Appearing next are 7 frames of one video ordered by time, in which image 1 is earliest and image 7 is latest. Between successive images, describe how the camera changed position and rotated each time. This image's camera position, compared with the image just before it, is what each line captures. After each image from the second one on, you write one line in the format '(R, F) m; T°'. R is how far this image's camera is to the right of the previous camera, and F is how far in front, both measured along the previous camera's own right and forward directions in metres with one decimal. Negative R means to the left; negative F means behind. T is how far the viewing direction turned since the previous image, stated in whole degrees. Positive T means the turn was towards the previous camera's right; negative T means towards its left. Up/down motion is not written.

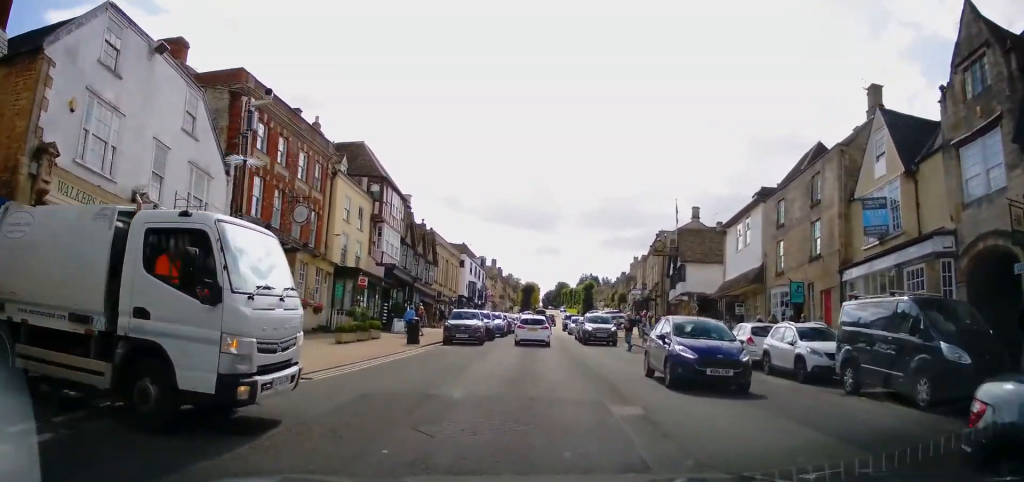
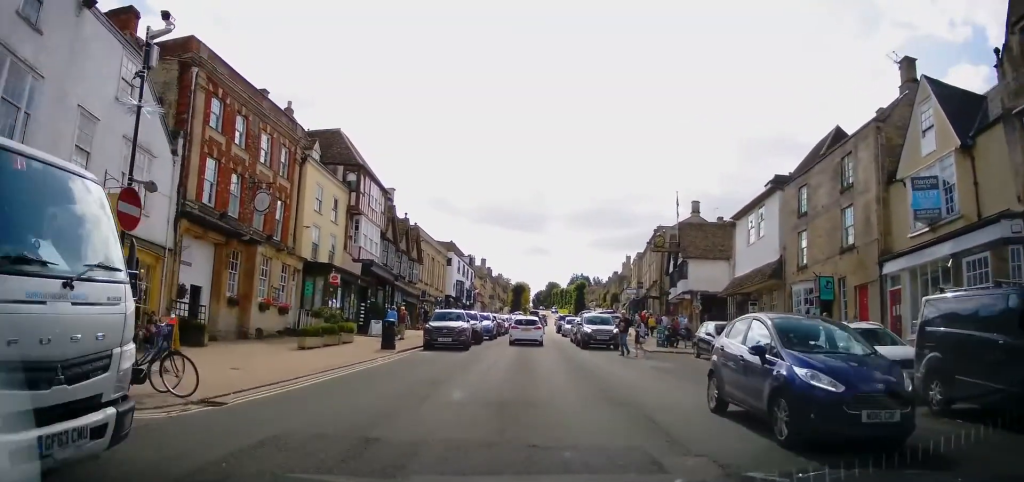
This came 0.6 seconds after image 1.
(+0.2, +3.4) m; 0°
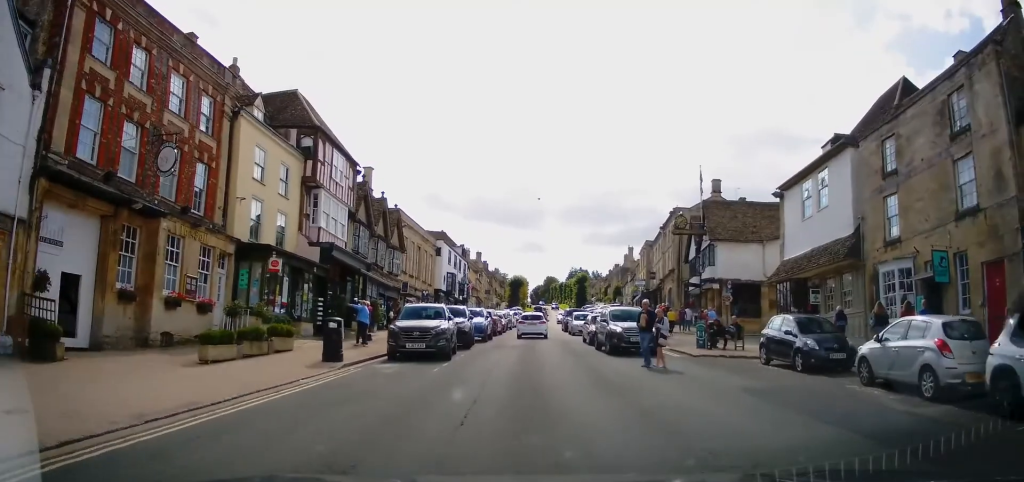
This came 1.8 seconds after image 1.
(-0.2, +7.2) m; -1°
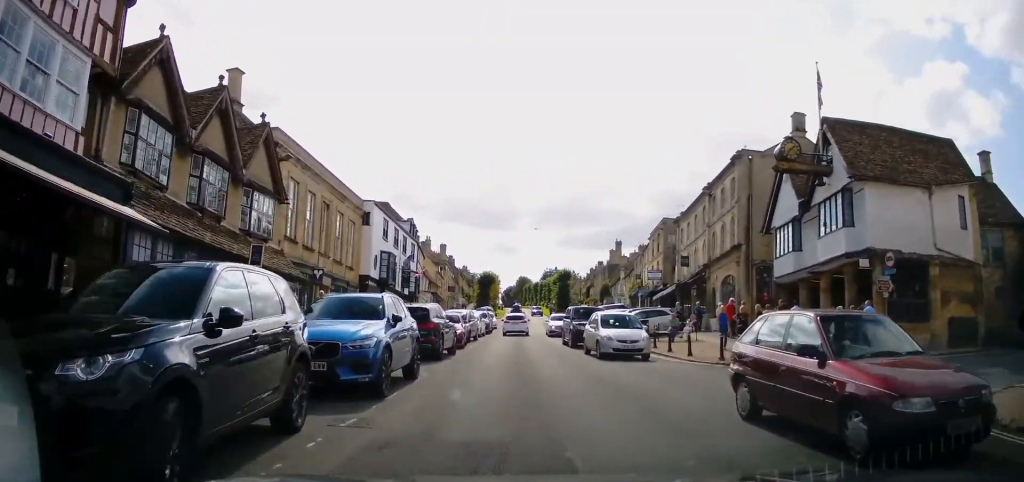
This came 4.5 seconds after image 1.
(+1.6, +18.9) m; +5°
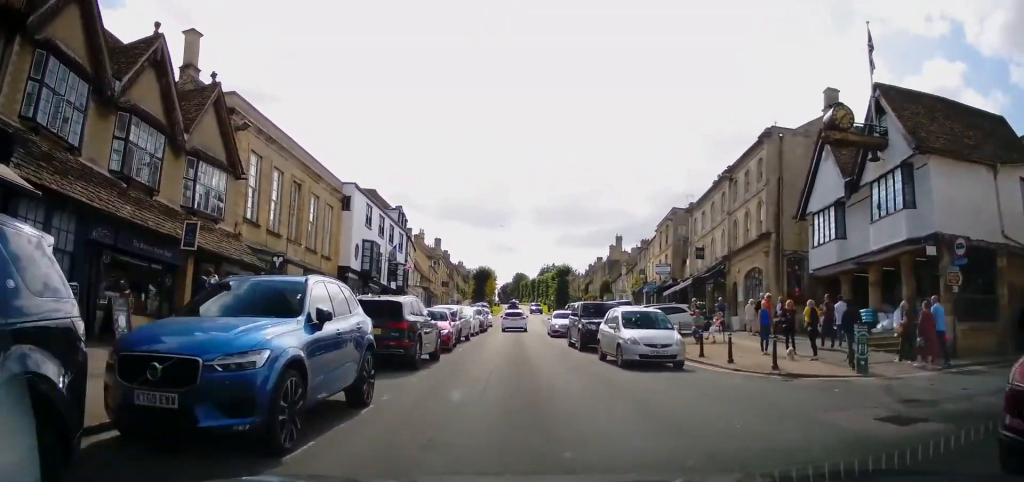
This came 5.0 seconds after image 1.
(0.0, +3.6) m; 0°
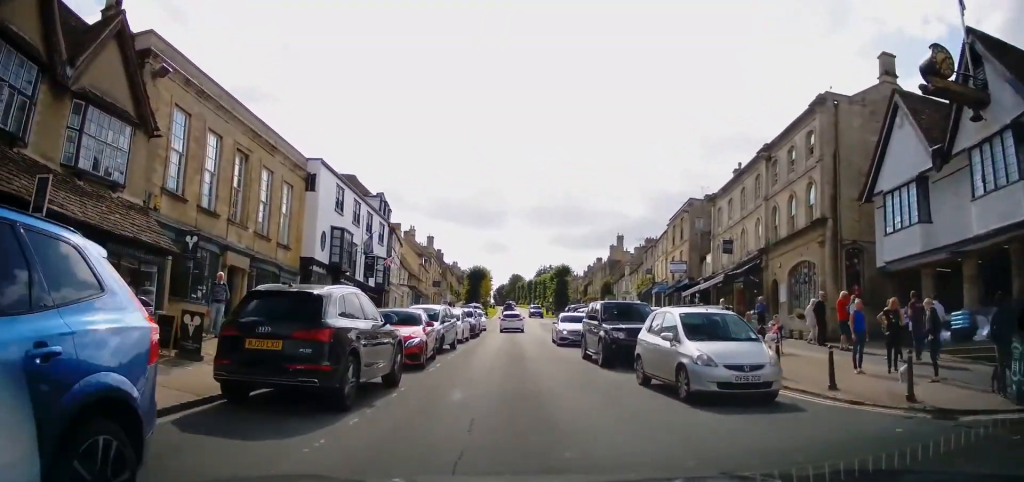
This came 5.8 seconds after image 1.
(0.0, +5.9) m; +1°
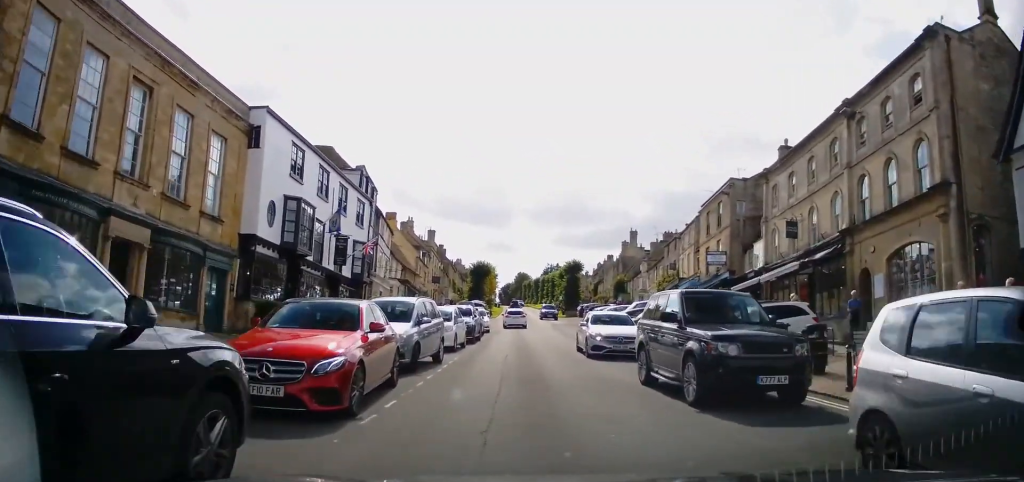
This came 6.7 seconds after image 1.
(+0.1, +7.2) m; 0°
